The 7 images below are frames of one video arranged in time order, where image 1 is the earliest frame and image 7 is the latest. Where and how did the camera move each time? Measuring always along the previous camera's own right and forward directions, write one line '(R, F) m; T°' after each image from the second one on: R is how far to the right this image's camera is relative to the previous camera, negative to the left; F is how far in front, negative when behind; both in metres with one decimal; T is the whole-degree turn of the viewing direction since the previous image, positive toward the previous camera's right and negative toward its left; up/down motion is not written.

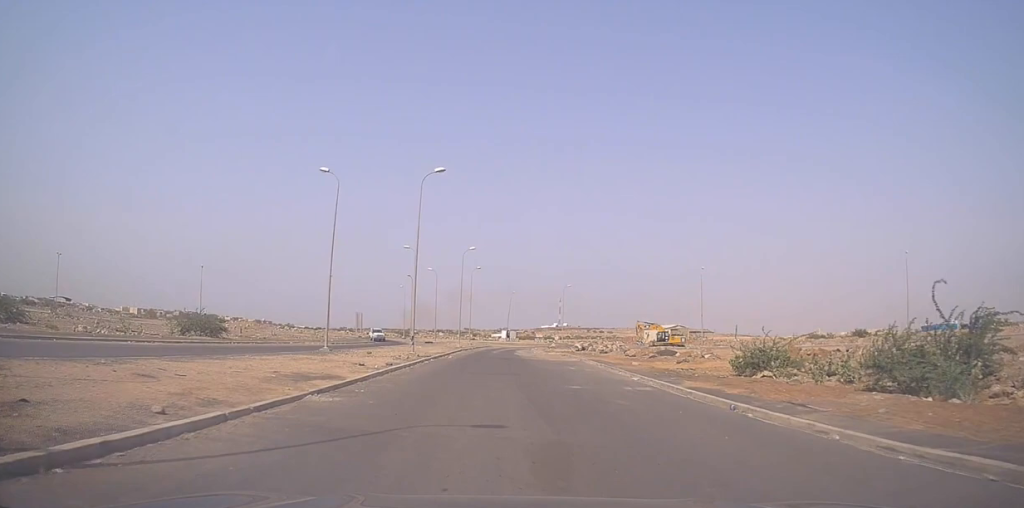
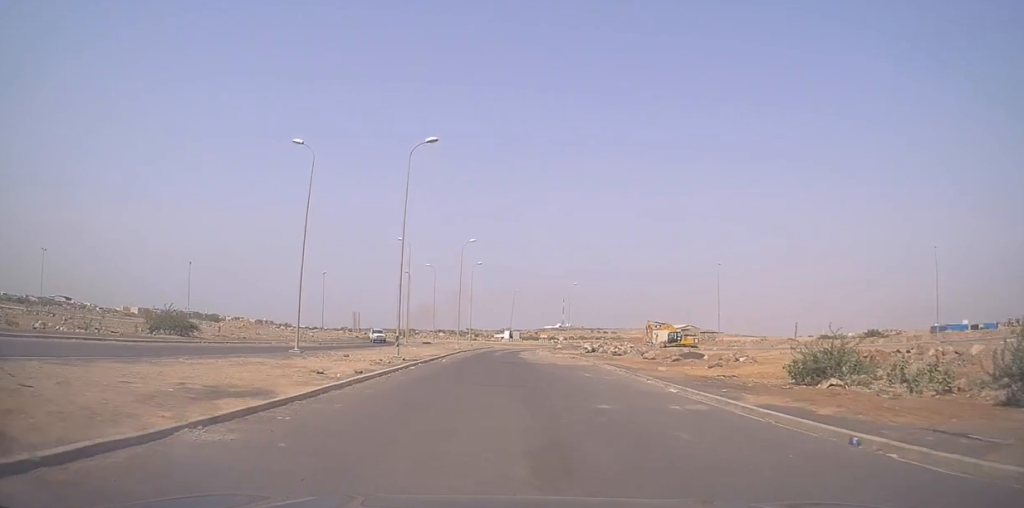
(+0.1, +5.4) m; -1°
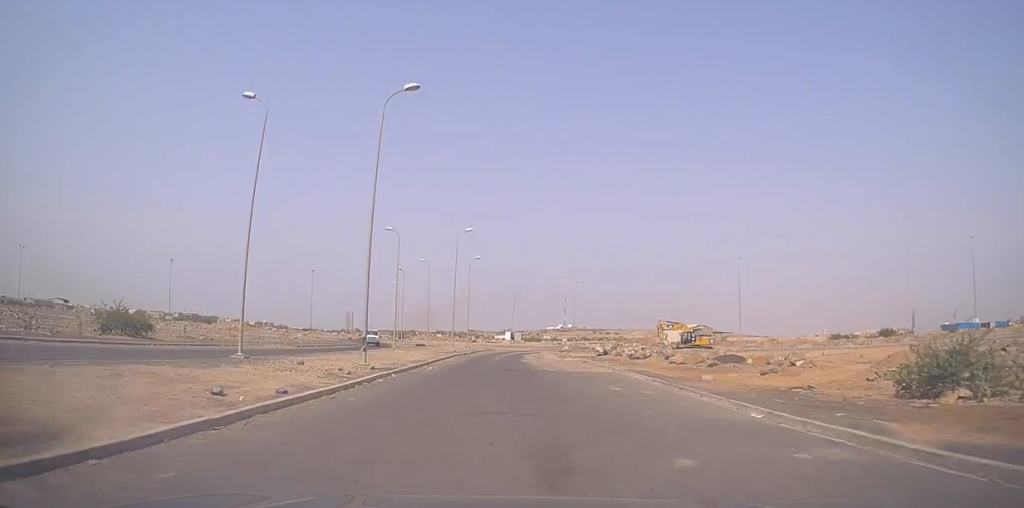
(-0.2, +6.6) m; 0°
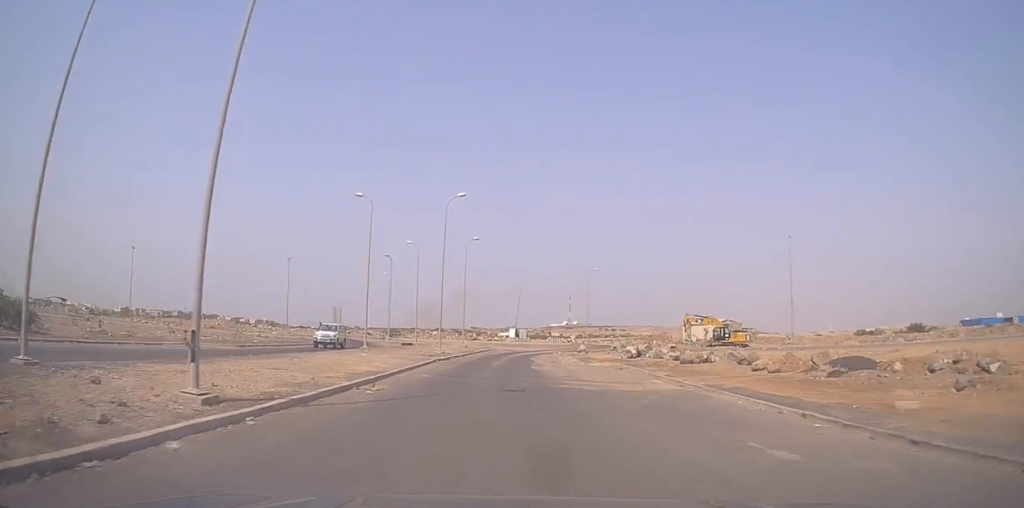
(0.0, +12.1) m; 0°
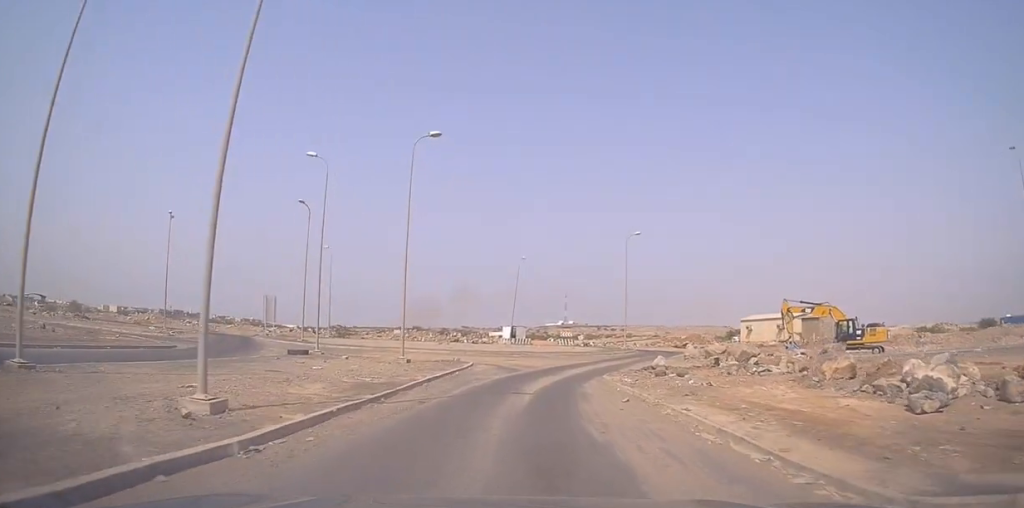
(0.0, +31.0) m; 0°
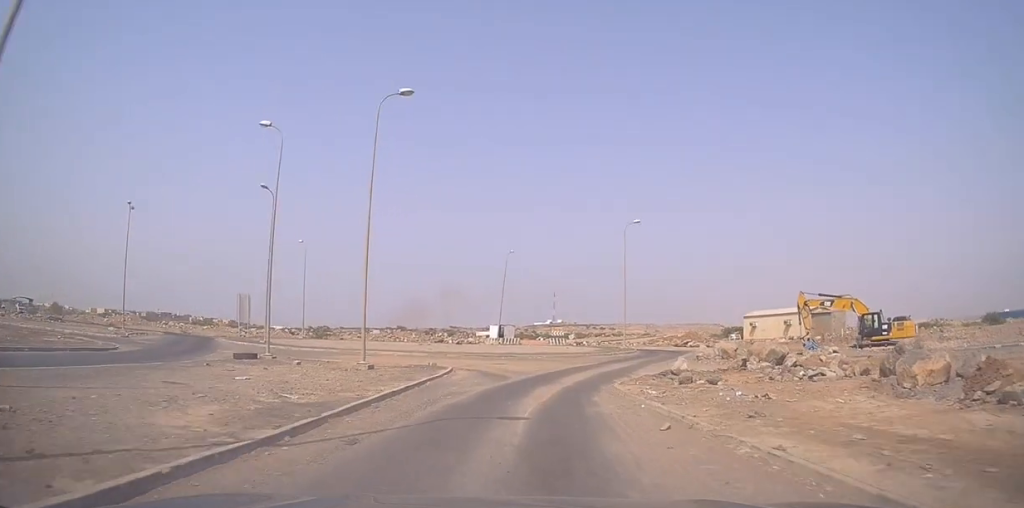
(-0.3, +5.3) m; 0°
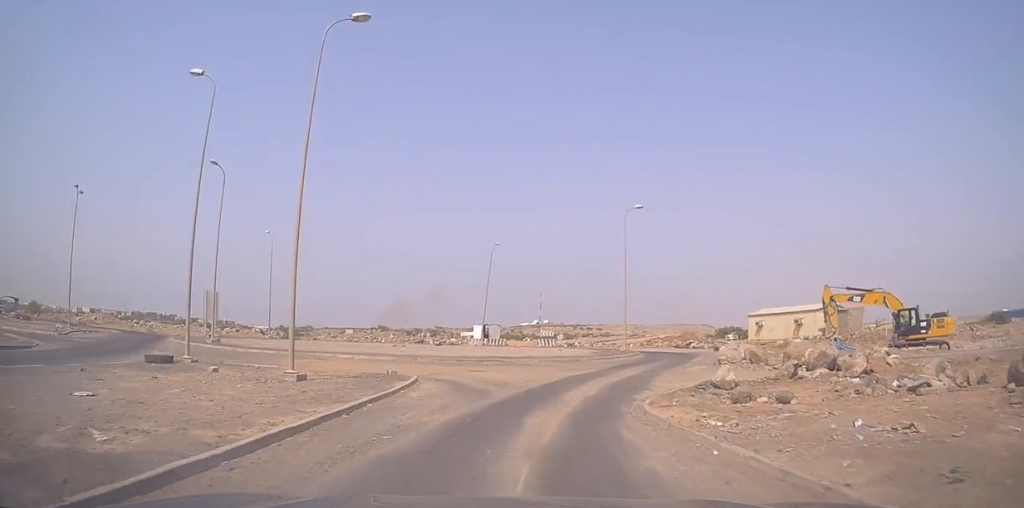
(0.0, +6.1) m; +2°
